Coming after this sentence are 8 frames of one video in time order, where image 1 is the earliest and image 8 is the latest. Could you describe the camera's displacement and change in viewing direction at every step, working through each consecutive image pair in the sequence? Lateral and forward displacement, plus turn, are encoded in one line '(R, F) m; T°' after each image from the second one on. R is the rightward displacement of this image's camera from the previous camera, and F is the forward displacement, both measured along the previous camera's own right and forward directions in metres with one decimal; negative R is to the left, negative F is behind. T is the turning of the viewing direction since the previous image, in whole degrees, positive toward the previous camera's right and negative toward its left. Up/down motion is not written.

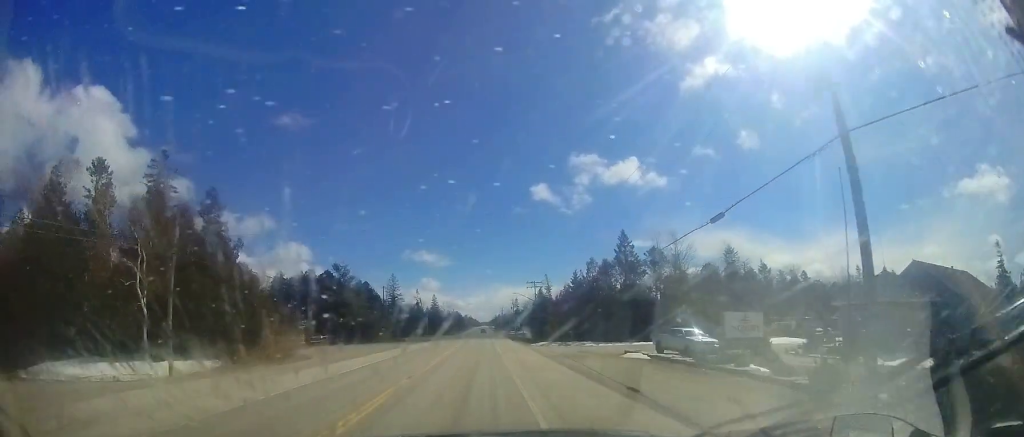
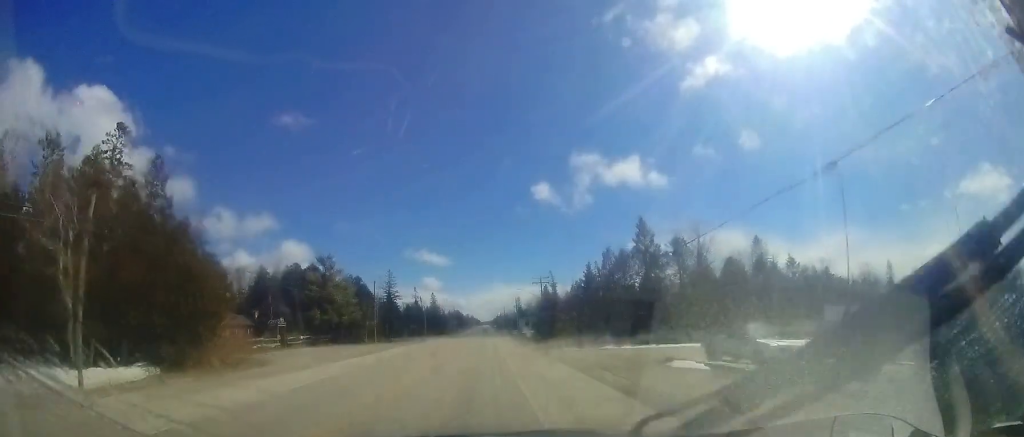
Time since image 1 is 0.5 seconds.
(0.0, +5.3) m; -1°
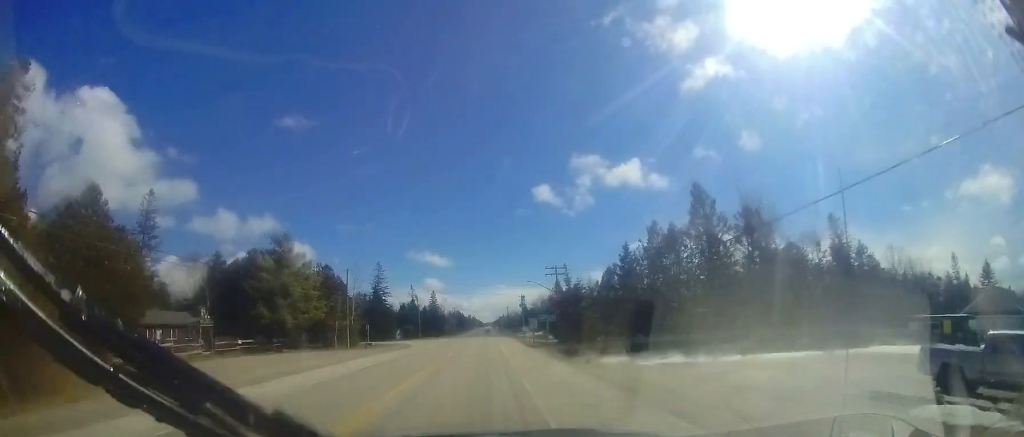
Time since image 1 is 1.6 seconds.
(0.0, +11.4) m; -1°
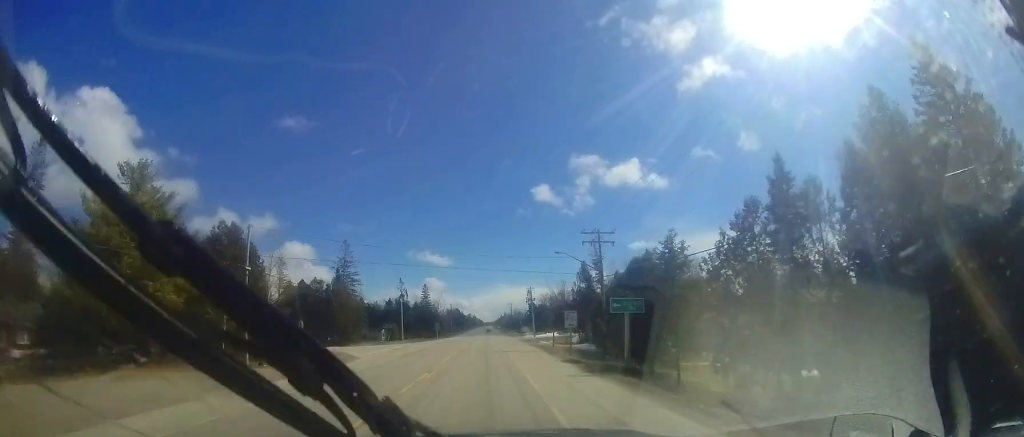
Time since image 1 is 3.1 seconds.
(+0.1, +19.3) m; 0°
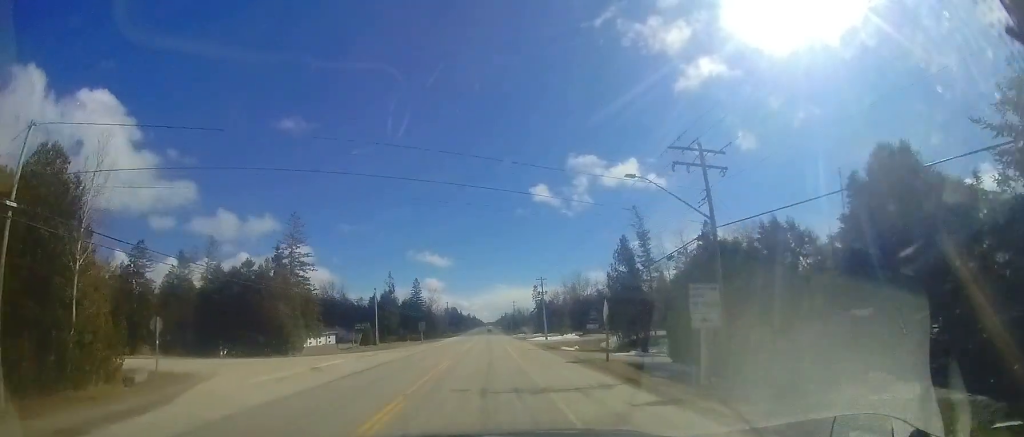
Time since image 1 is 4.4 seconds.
(-0.2, +16.2) m; 0°
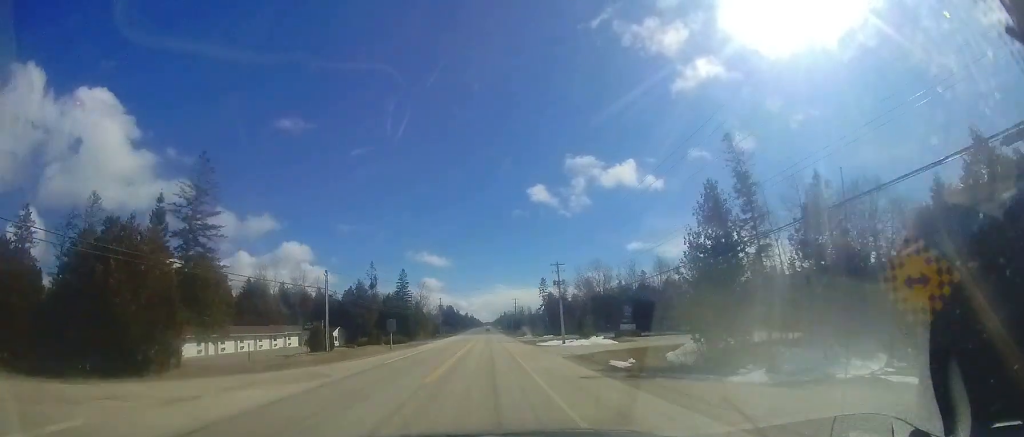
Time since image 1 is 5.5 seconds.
(+0.3, +16.3) m; 0°
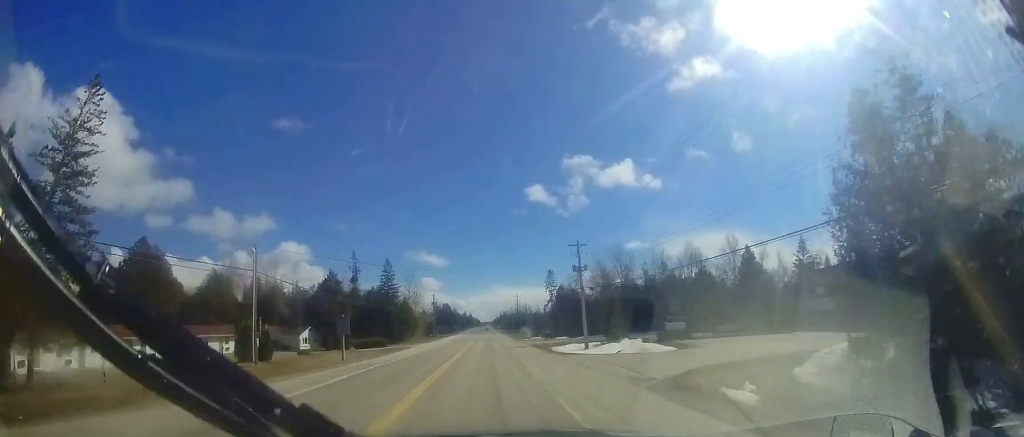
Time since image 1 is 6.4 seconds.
(-0.2, +12.0) m; 0°
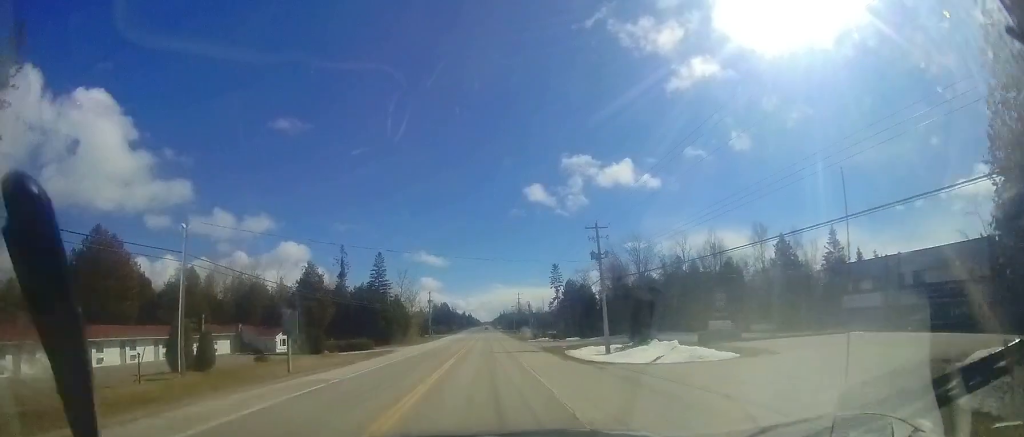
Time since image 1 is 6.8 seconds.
(+0.1, +6.8) m; +1°
